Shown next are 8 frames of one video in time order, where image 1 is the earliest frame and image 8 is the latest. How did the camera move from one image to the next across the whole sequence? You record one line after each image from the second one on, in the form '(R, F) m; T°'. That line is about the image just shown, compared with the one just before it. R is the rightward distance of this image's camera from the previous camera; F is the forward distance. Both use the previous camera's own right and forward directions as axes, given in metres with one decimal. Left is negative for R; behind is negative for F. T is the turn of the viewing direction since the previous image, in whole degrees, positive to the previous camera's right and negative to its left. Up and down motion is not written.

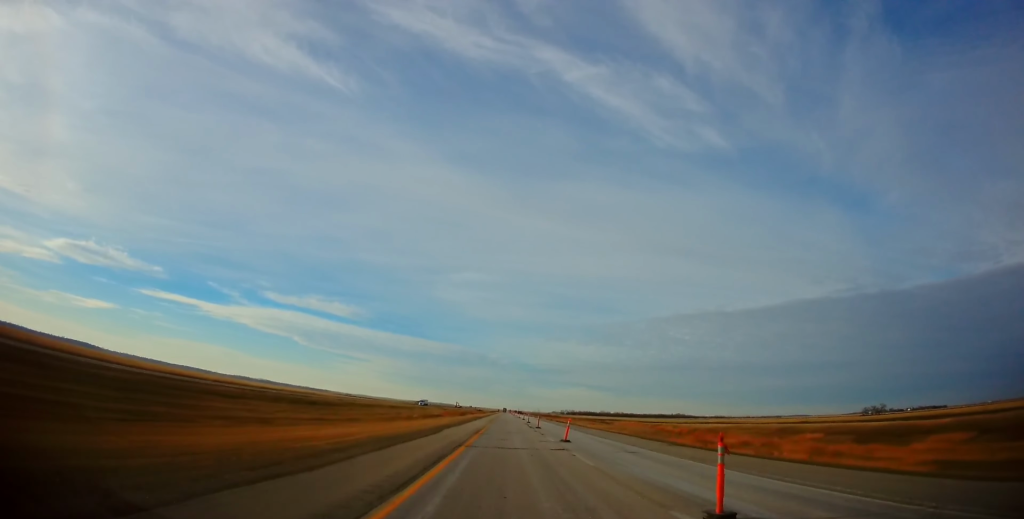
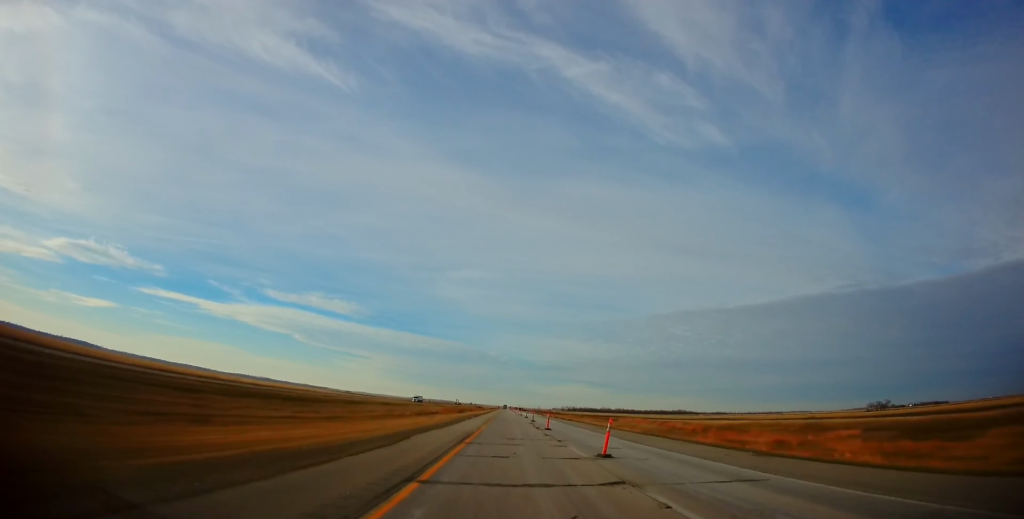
(0.0, +10.8) m; 0°
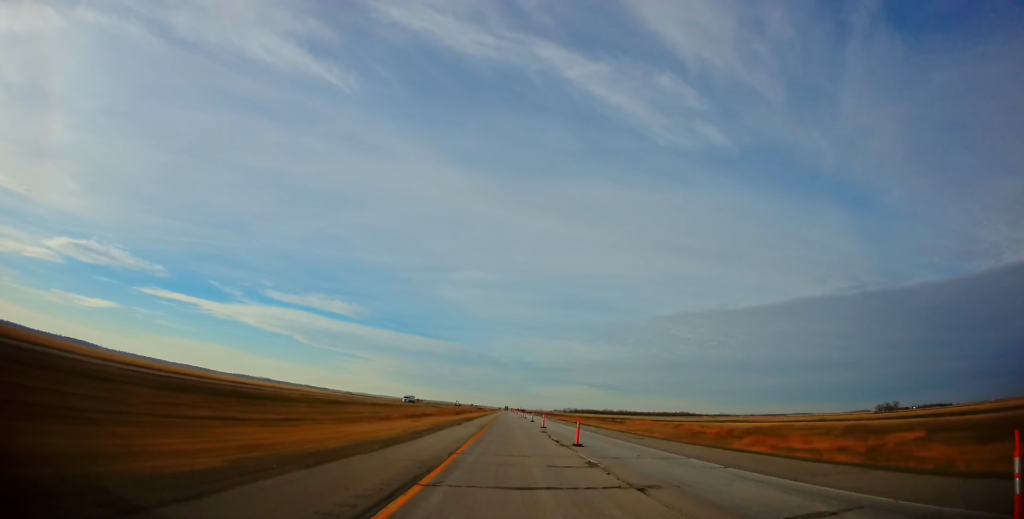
(+0.1, +14.6) m; 0°
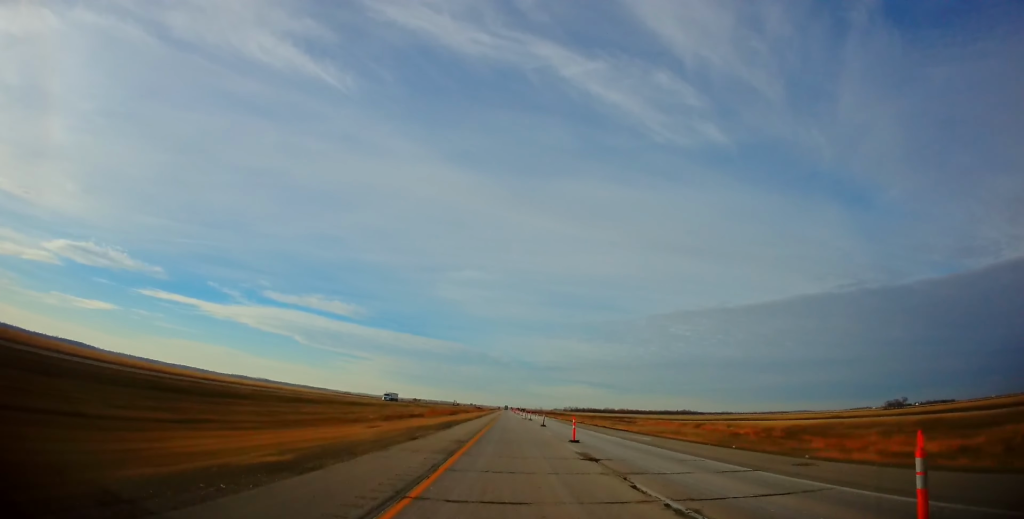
(0.0, +19.6) m; 0°
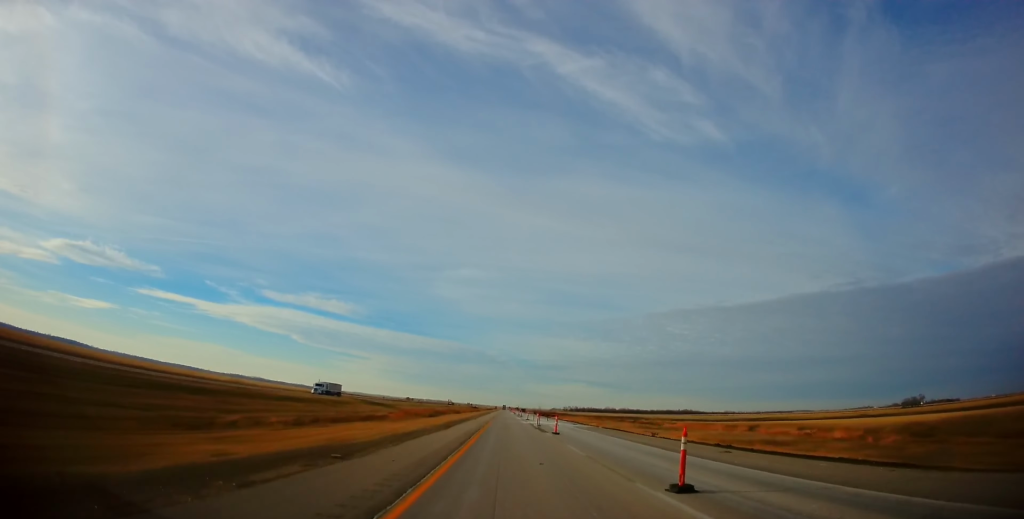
(-0.4, +37.2) m; 0°
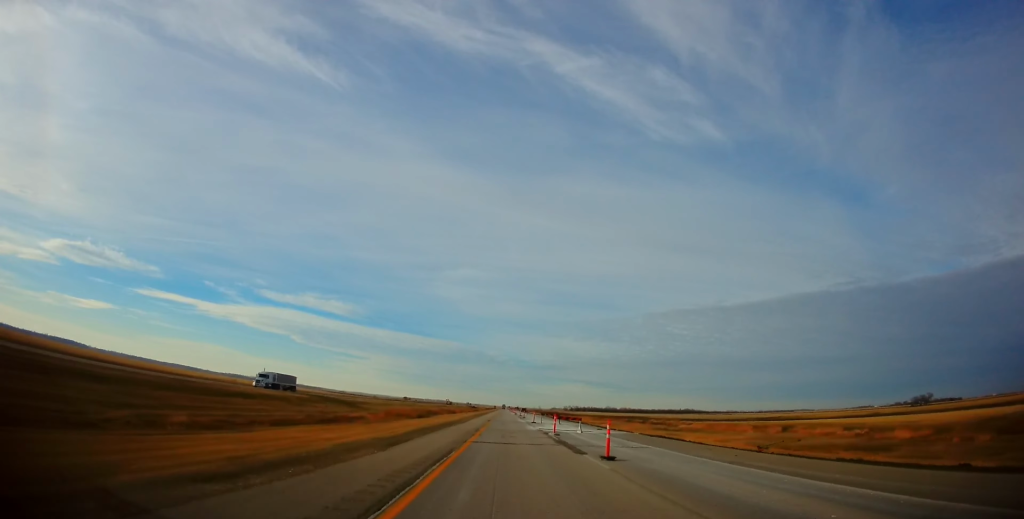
(+0.4, +16.3) m; 0°
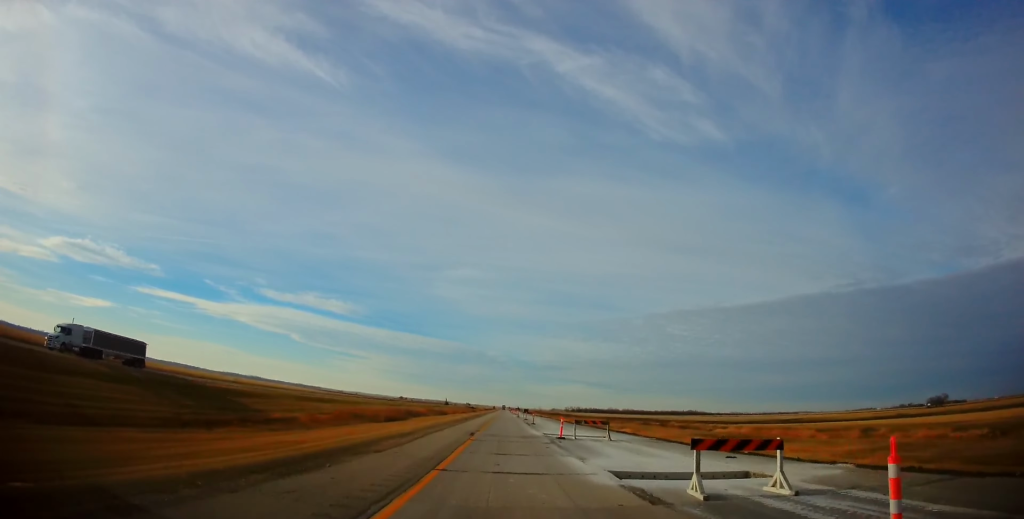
(-0.3, +27.4) m; 0°
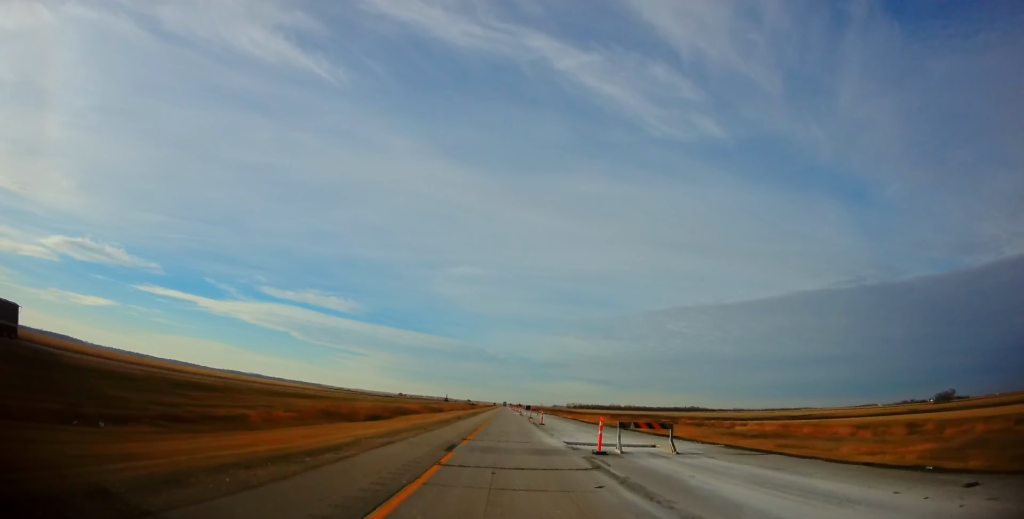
(+0.1, +11.4) m; 0°
